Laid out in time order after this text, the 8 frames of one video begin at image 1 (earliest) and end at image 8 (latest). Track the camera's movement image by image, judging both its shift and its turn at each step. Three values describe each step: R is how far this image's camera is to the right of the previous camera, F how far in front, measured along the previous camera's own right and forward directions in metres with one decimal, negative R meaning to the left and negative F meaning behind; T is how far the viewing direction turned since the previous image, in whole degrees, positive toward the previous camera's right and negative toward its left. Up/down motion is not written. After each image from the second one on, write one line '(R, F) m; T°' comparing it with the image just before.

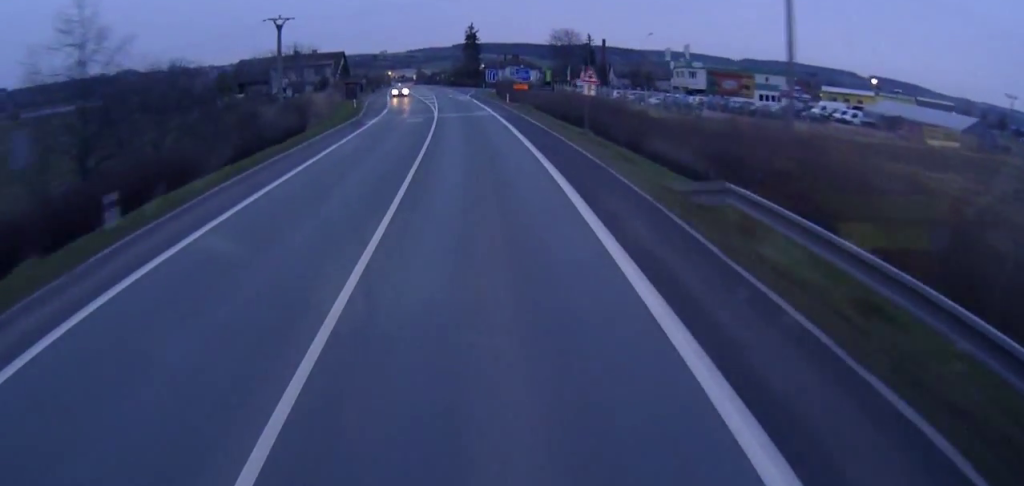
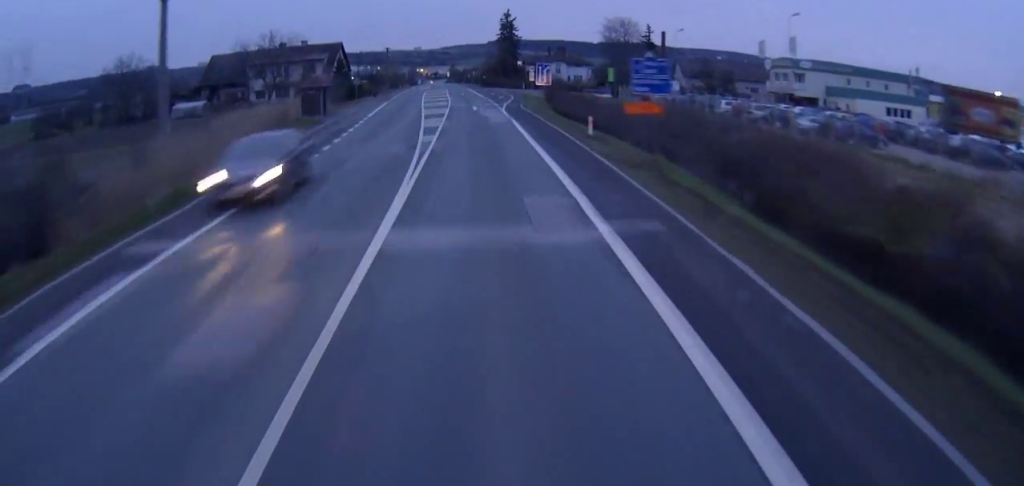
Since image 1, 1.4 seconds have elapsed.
(-0.4, +35.4) m; -1°
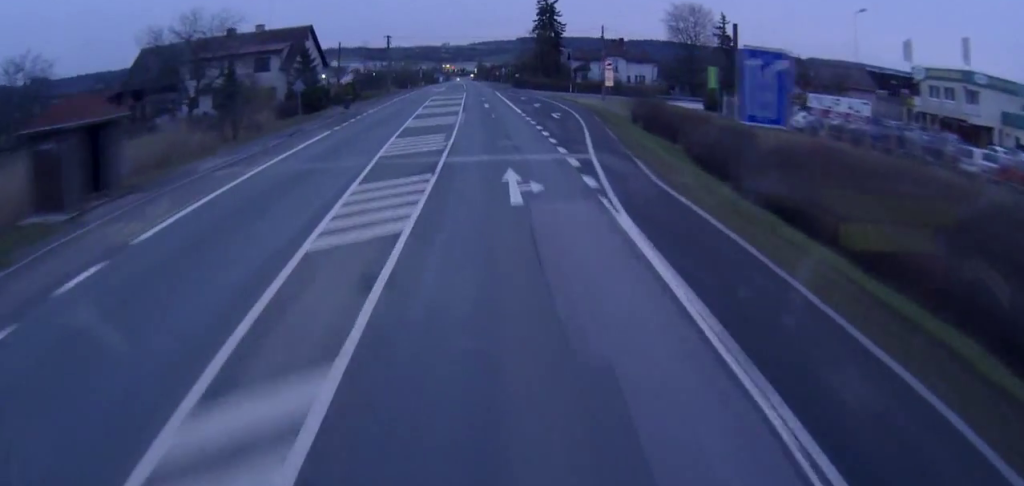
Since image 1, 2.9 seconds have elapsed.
(-0.1, +37.4) m; 0°
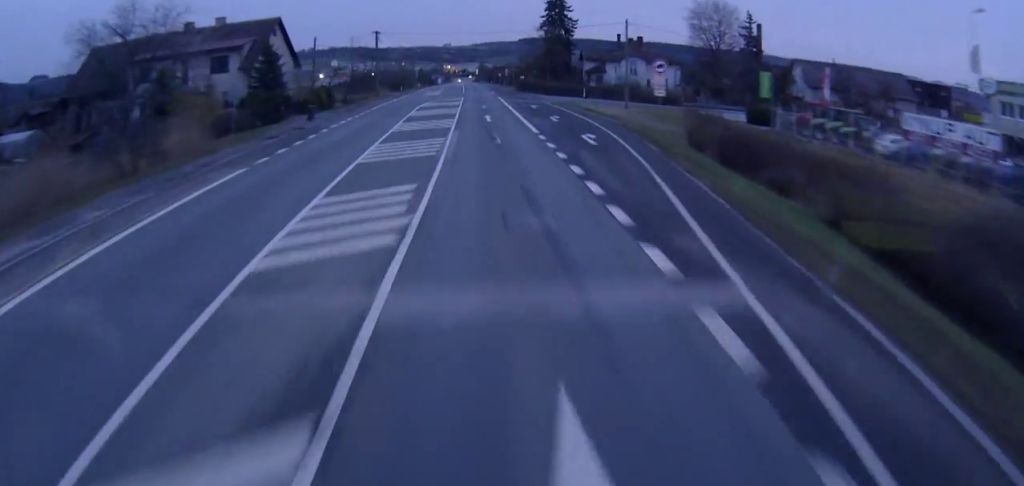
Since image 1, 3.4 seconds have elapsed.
(-0.1, +13.7) m; -1°
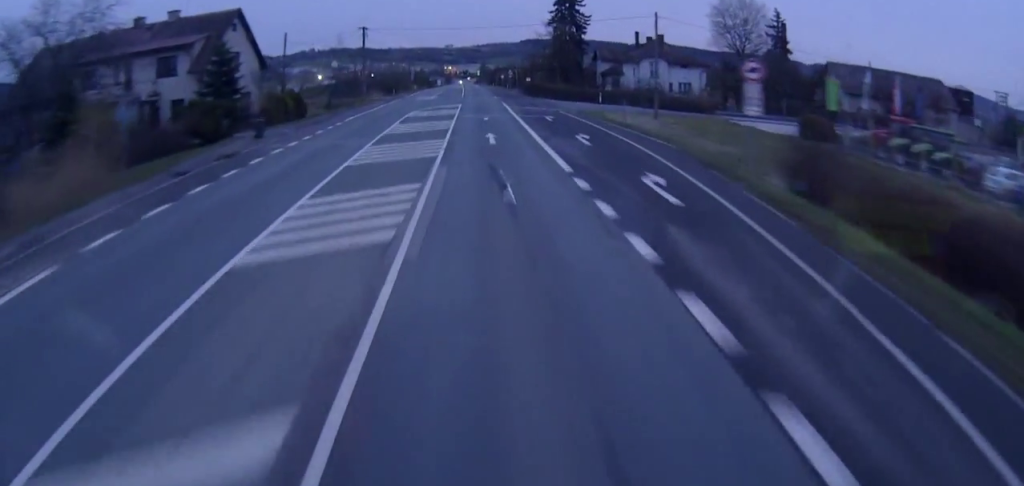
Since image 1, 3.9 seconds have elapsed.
(0.0, +12.0) m; -1°
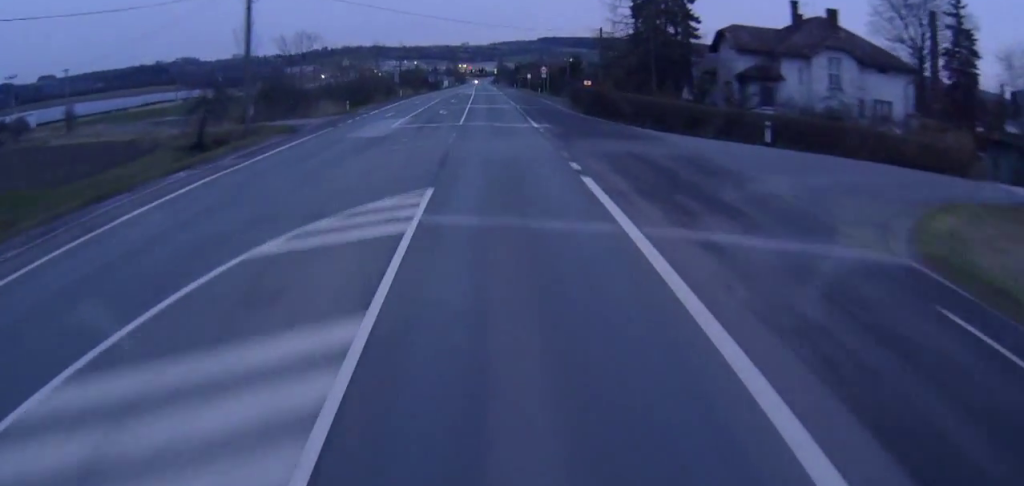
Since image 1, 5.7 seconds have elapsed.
(-2.2, +47.5) m; -3°
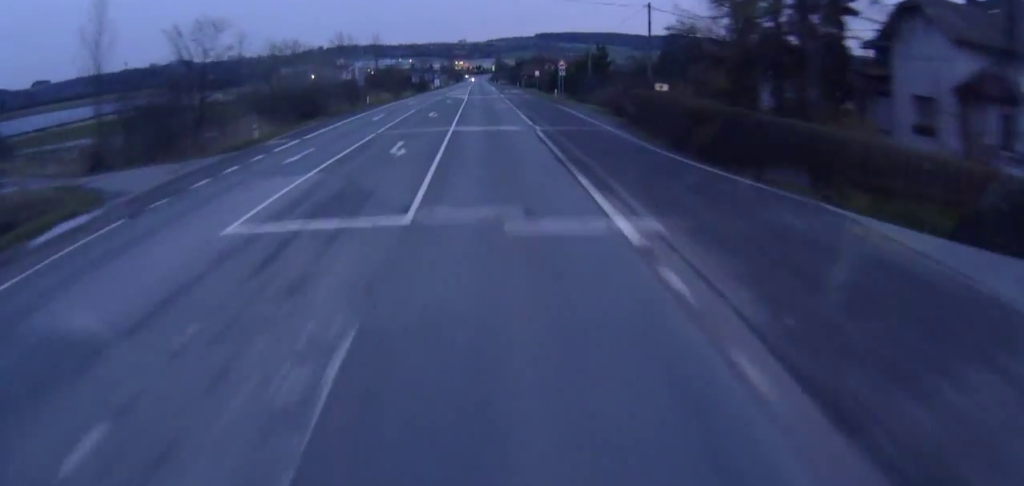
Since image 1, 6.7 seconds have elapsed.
(+0.3, +24.3) m; 0°
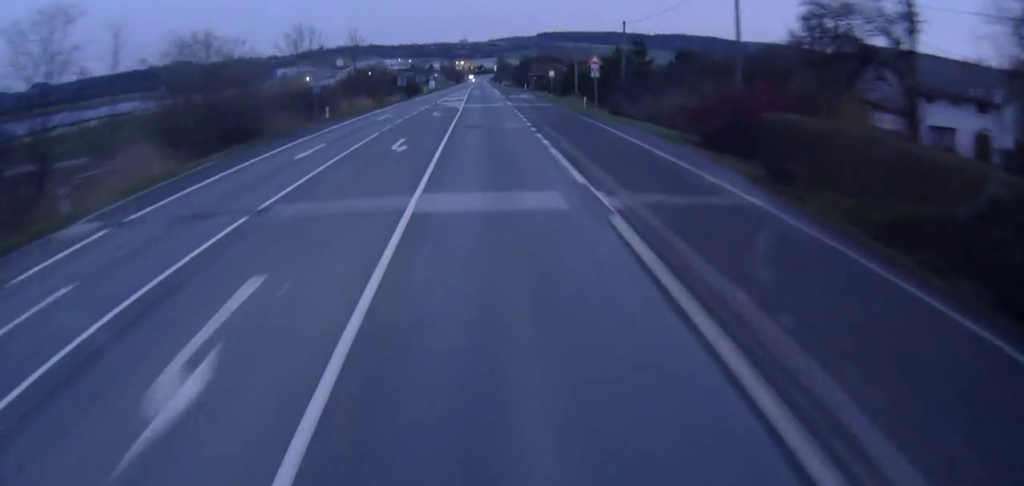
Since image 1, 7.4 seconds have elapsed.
(-0.1, +18.4) m; 0°
